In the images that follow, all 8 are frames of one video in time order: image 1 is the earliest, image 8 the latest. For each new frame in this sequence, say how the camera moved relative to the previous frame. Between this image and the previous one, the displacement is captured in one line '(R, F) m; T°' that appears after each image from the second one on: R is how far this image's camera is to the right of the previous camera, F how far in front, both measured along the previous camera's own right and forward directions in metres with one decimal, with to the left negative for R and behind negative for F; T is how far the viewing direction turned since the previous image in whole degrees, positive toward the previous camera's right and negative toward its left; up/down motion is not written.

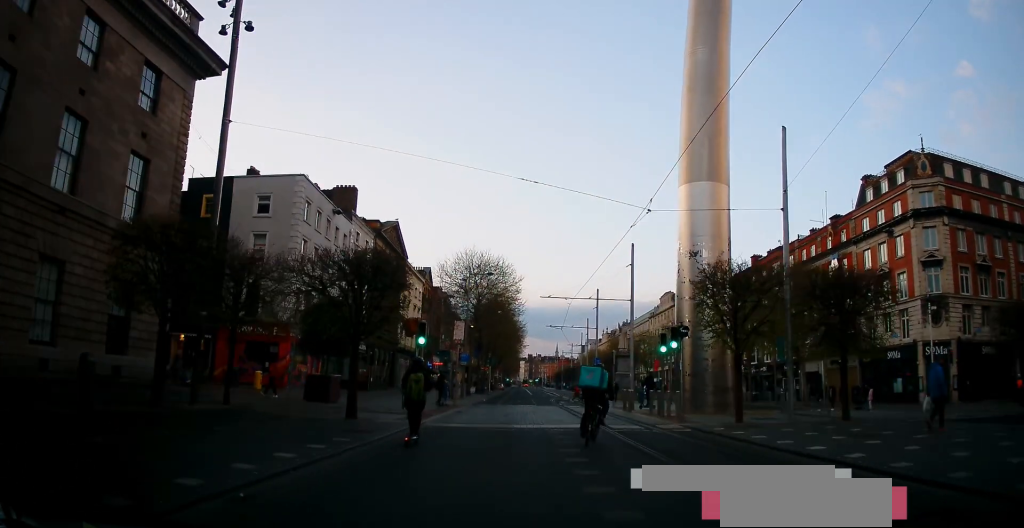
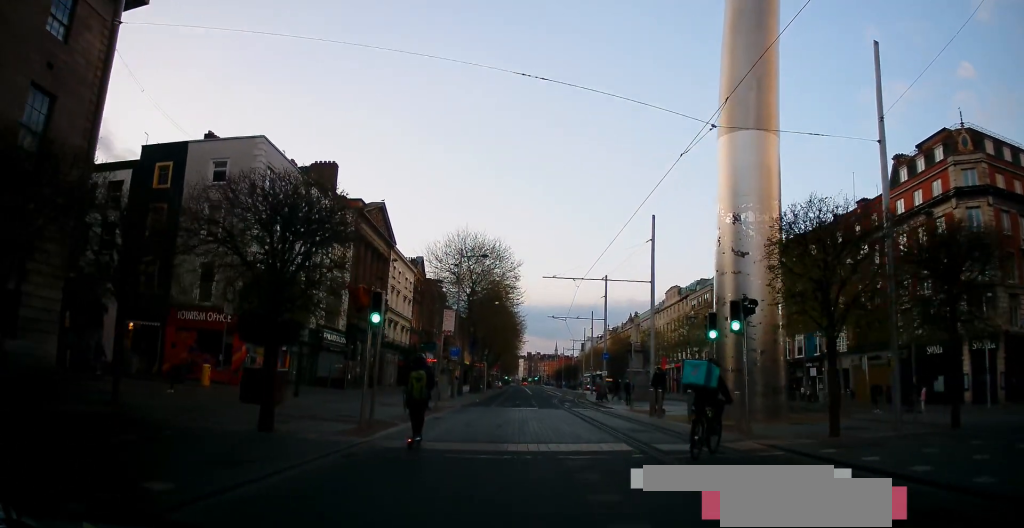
(-0.2, +6.7) m; -1°
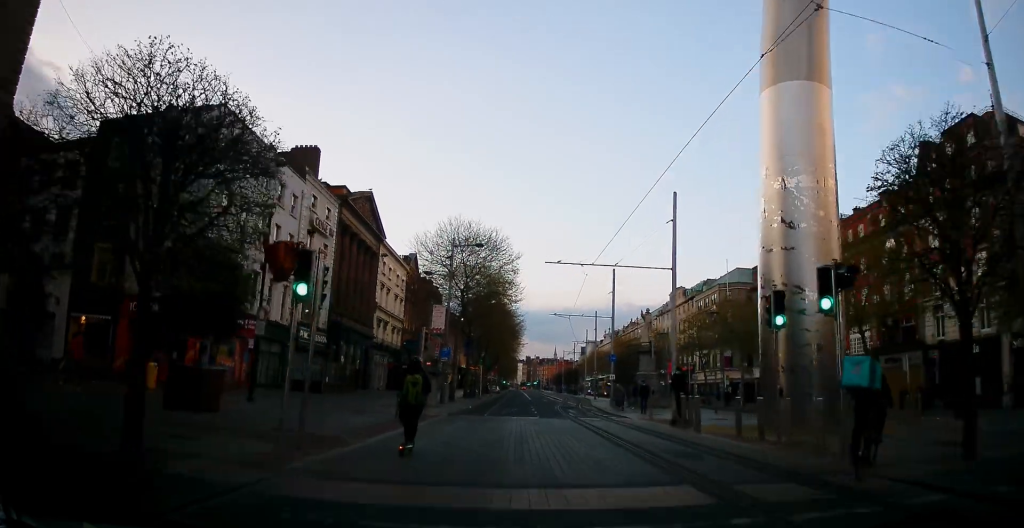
(+0.1, +5.0) m; +2°
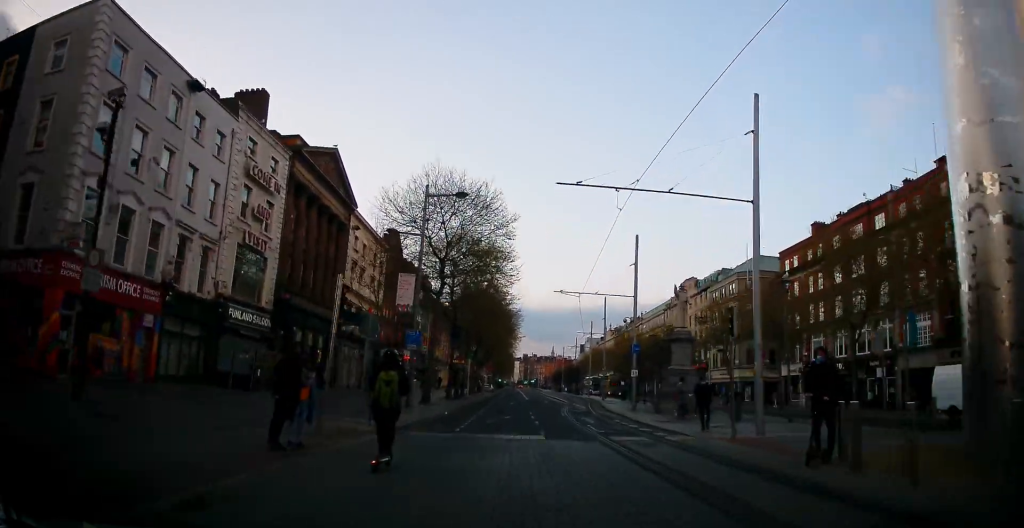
(+0.2, +9.6) m; +1°
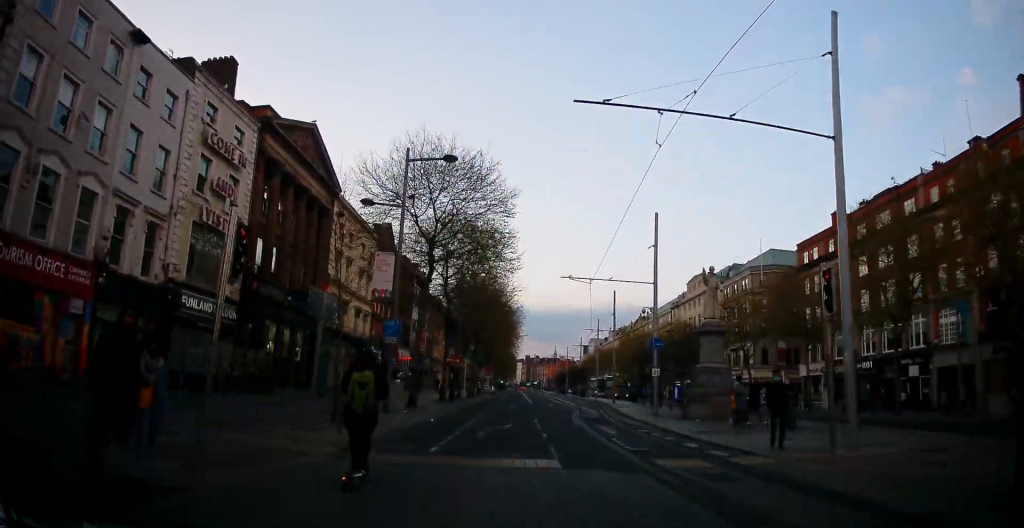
(0.0, +4.6) m; 0°
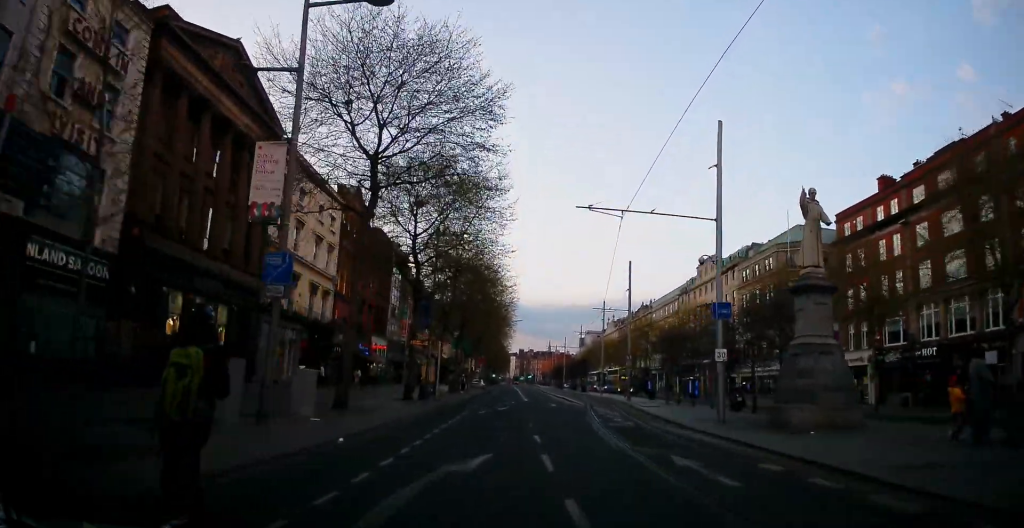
(0.0, +9.8) m; +1°
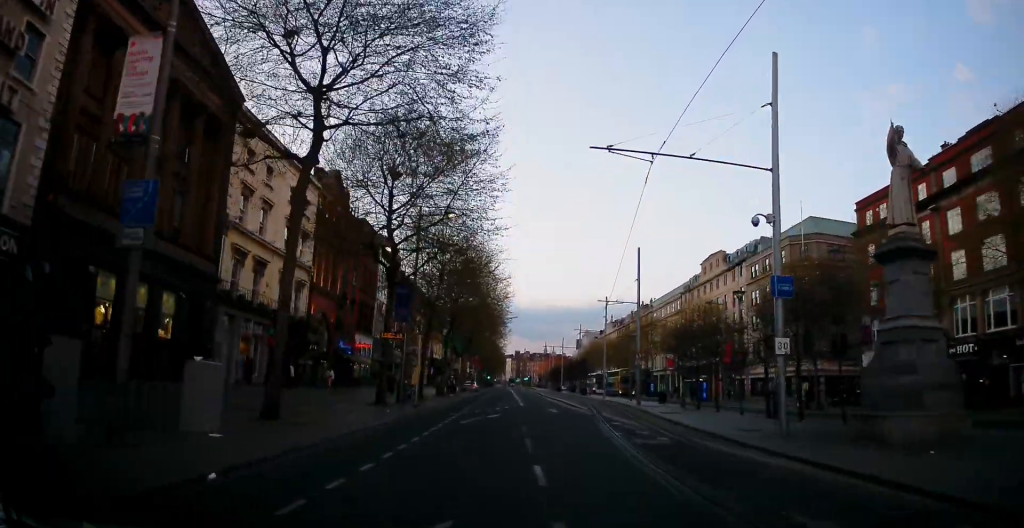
(+0.1, +5.0) m; 0°
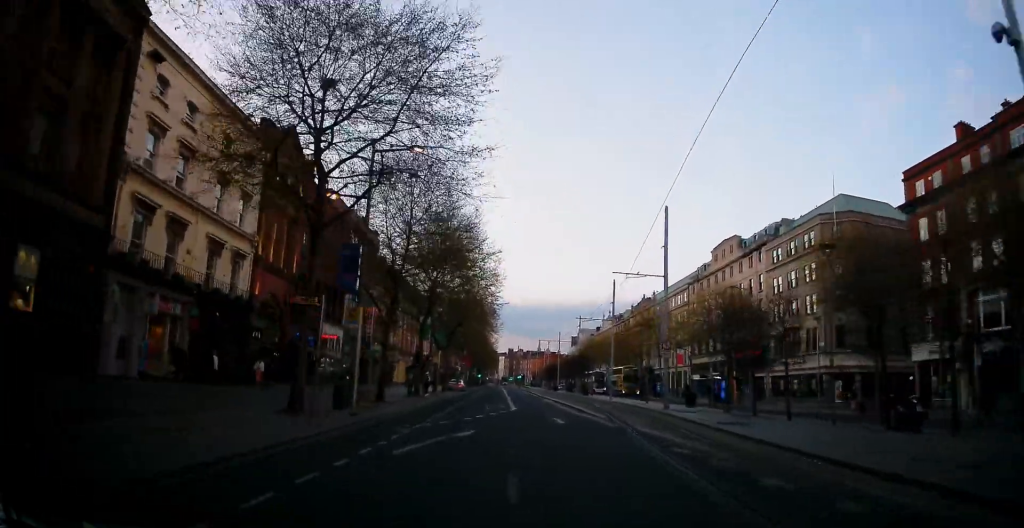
(+0.1, +8.5) m; 0°
